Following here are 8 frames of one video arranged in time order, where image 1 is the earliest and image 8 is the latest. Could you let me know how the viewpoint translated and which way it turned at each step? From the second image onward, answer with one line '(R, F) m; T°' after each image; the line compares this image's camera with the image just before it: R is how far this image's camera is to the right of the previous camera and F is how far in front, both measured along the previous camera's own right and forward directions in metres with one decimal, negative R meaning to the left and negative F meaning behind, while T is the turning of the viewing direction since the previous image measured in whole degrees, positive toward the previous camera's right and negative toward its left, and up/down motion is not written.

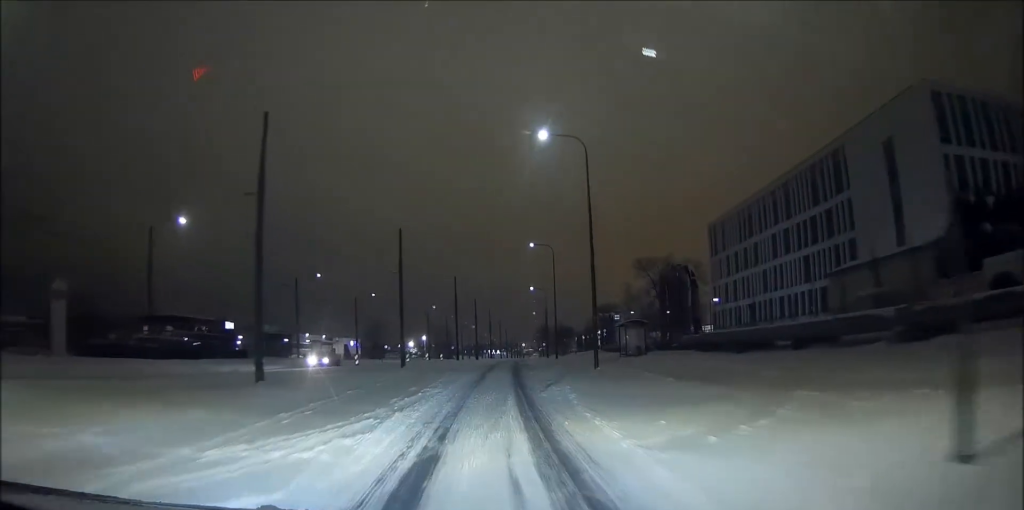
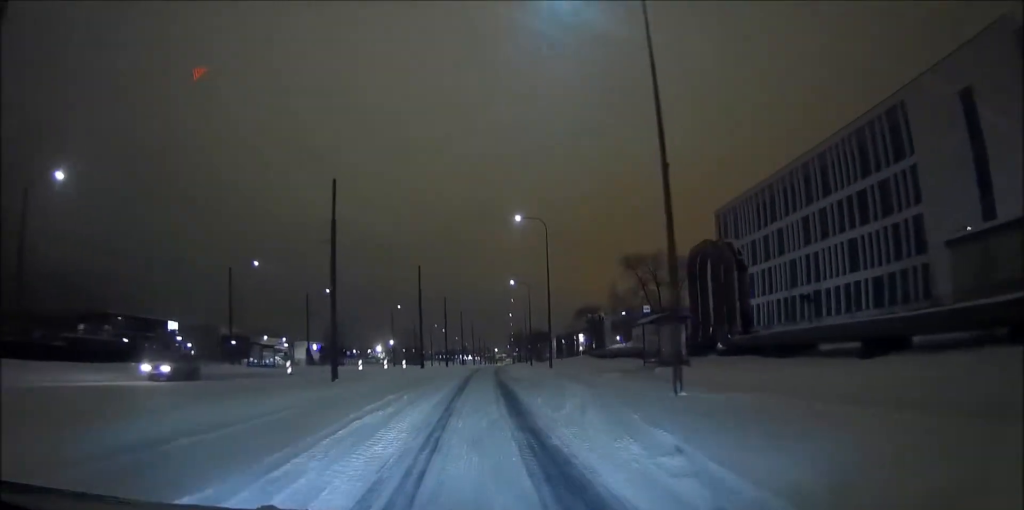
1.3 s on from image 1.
(+0.3, +14.2) m; +3°
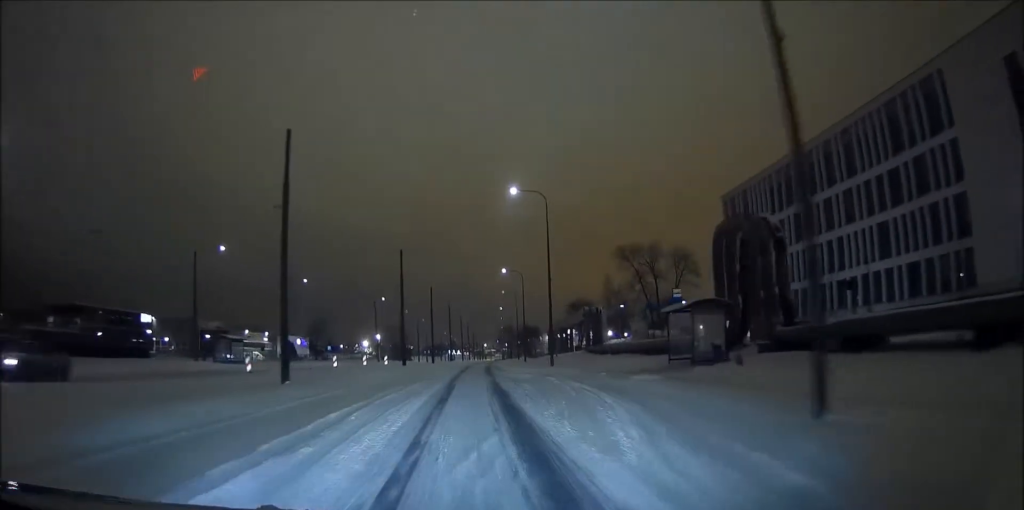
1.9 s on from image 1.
(+0.1, +6.5) m; +2°
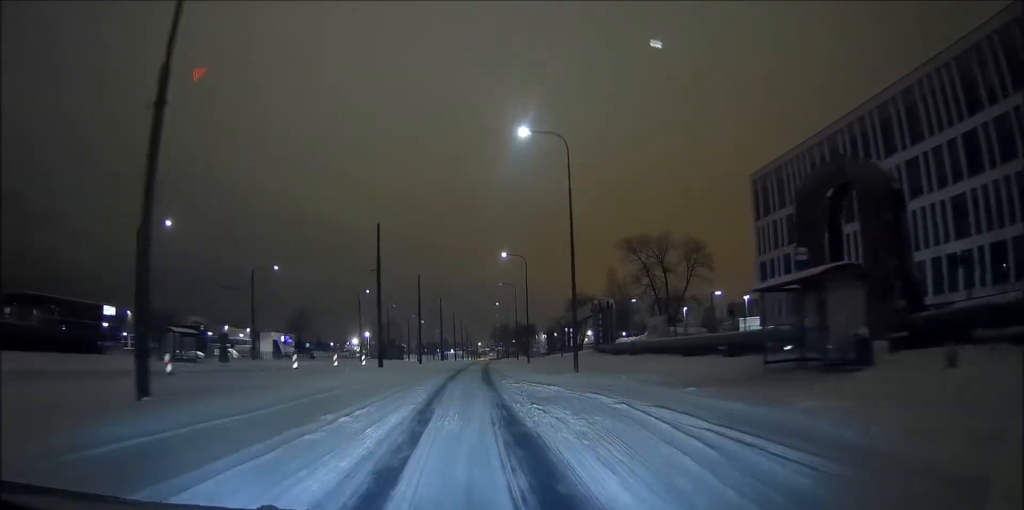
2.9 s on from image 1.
(+0.2, +10.4) m; +2°
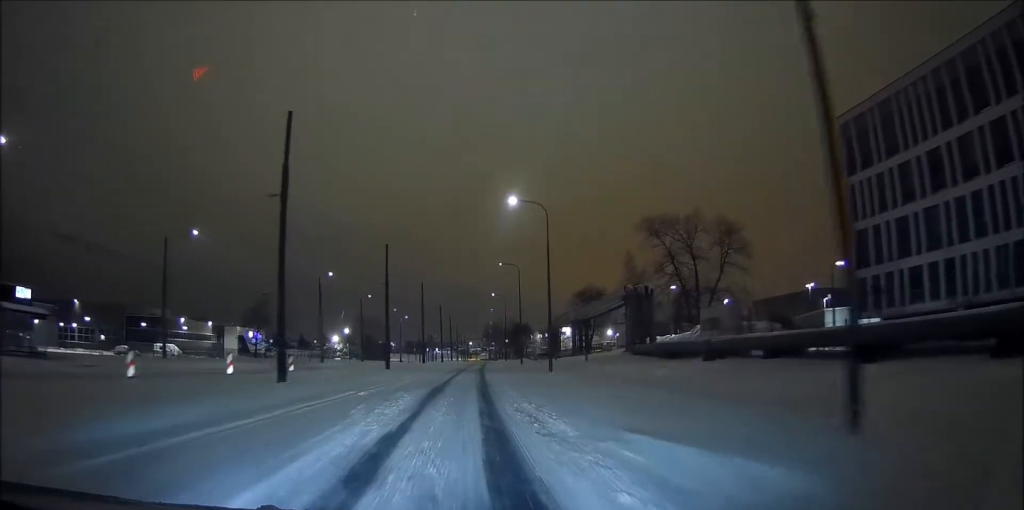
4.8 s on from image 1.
(-0.1, +20.6) m; -1°
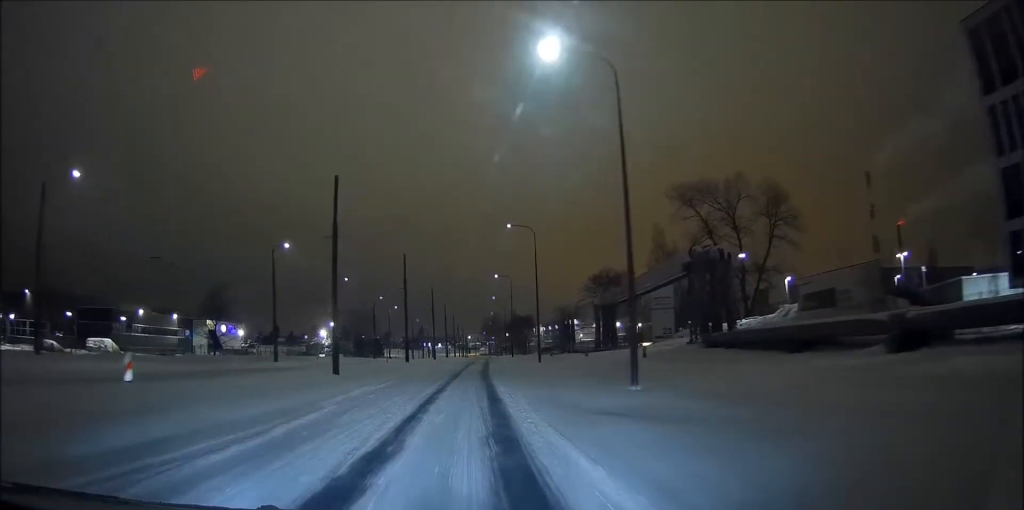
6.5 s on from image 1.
(0.0, +18.1) m; 0°
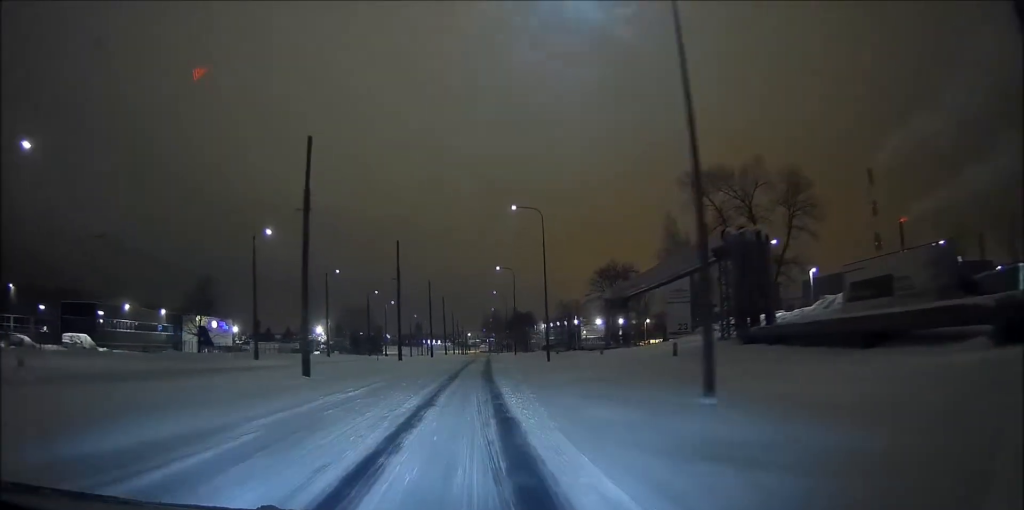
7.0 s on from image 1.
(0.0, +5.5) m; 0°
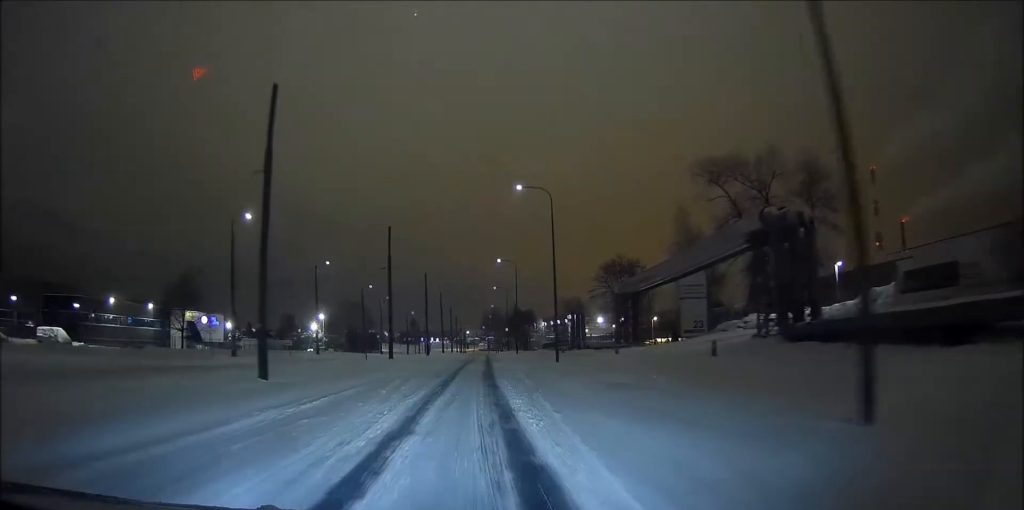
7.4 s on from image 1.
(0.0, +5.1) m; 0°
